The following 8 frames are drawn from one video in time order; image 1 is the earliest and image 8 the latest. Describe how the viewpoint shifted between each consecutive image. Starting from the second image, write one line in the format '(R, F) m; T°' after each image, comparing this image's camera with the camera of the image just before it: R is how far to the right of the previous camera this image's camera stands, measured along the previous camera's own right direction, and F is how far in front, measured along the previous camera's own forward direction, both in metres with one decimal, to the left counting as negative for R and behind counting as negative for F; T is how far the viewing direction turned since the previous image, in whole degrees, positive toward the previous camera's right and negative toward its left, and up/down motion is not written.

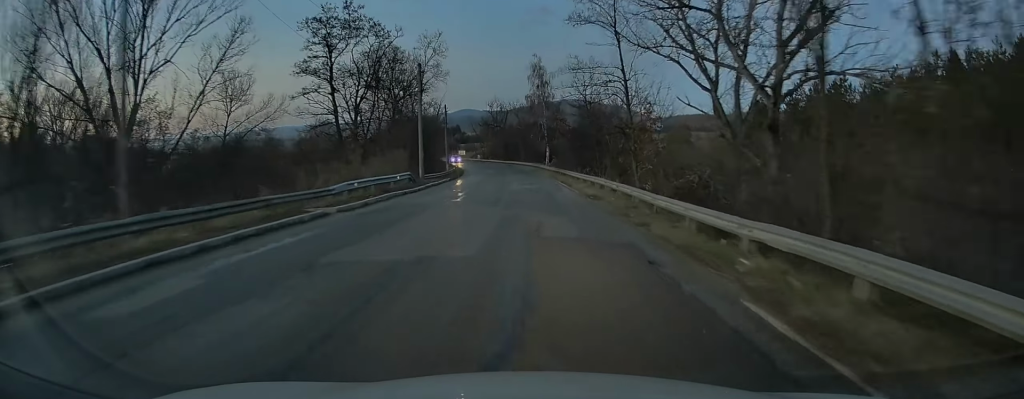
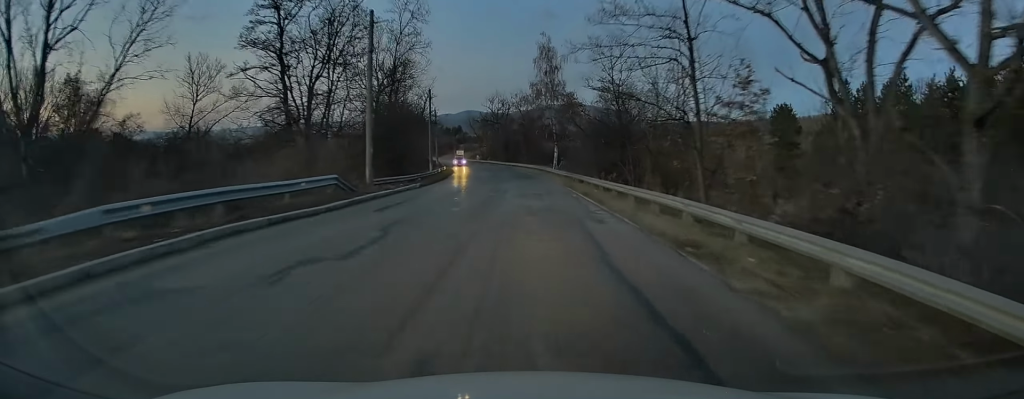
(-0.1, +14.0) m; 0°
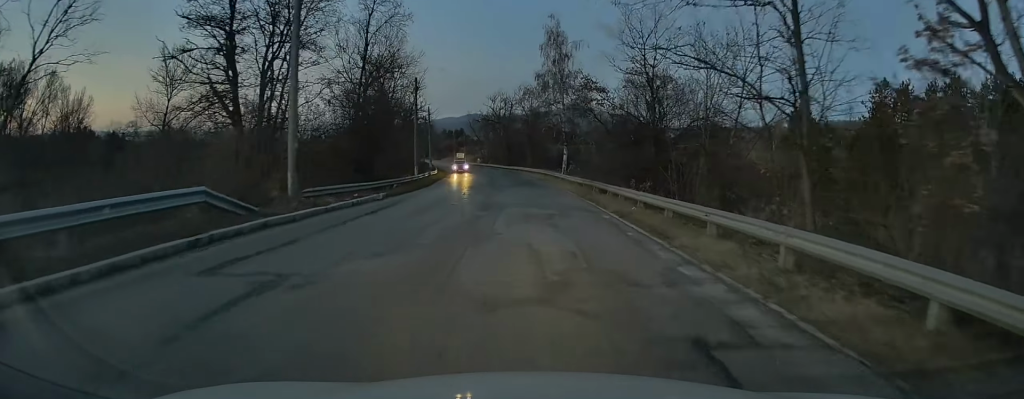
(+0.1, +9.2) m; 0°
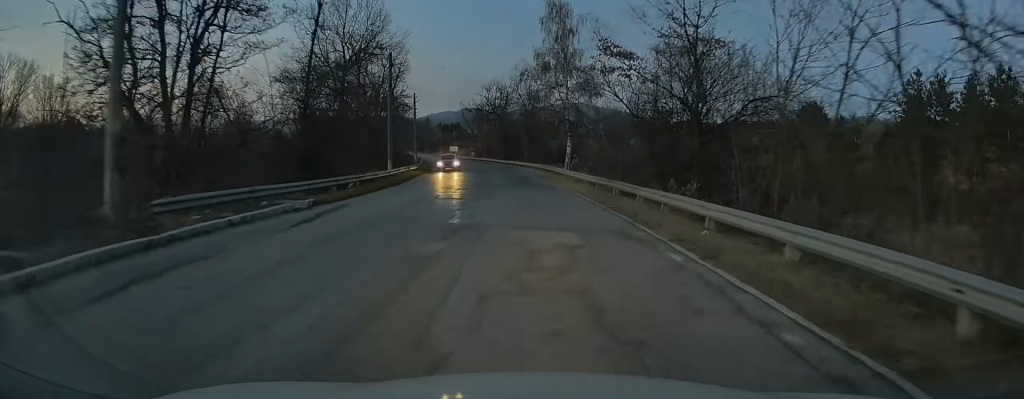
(0.0, +8.1) m; -1°
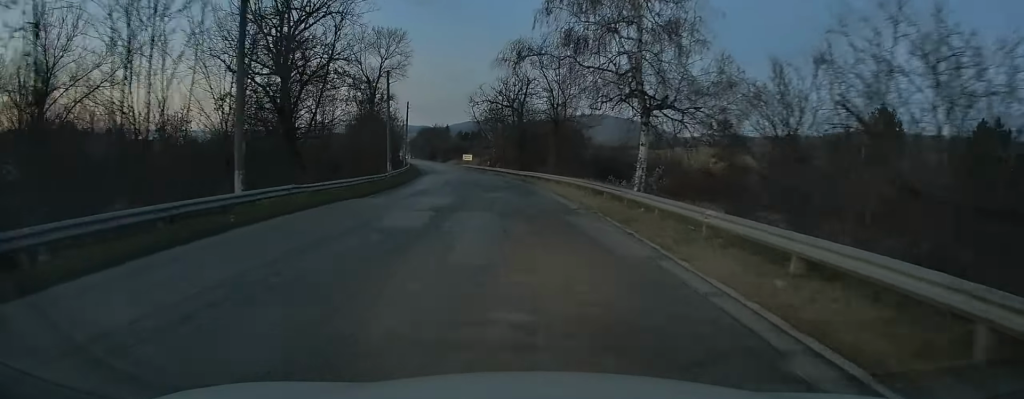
(-0.6, +22.9) m; -4°
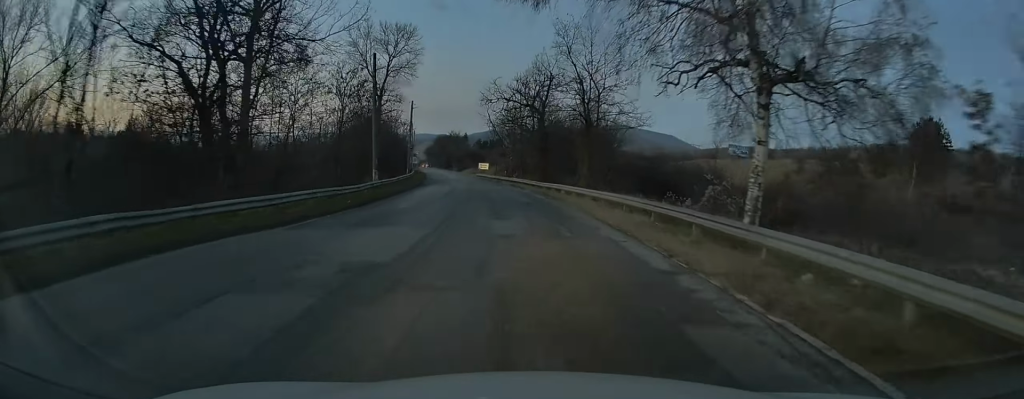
(-0.2, +10.0) m; -2°
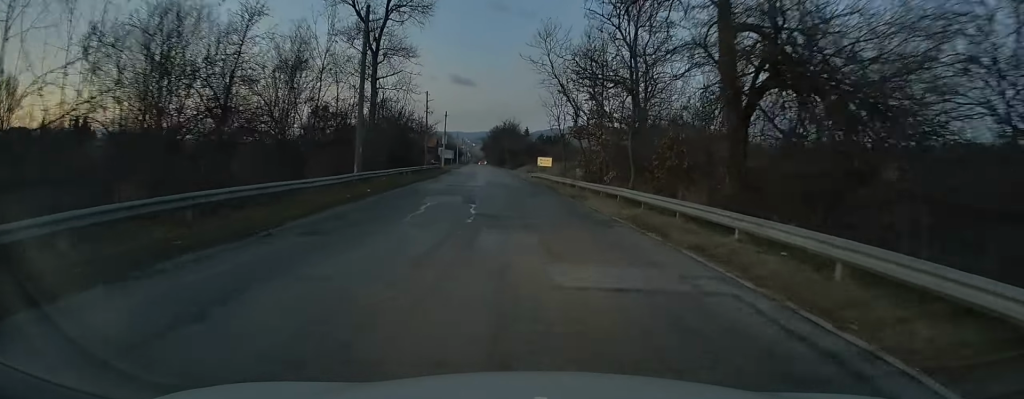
(-1.8, +39.5) m; -5°
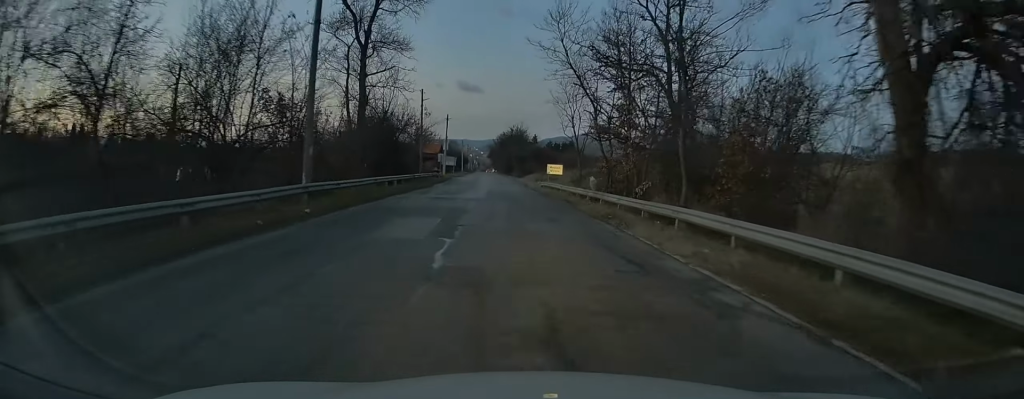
(-0.2, +7.7) m; -1°
